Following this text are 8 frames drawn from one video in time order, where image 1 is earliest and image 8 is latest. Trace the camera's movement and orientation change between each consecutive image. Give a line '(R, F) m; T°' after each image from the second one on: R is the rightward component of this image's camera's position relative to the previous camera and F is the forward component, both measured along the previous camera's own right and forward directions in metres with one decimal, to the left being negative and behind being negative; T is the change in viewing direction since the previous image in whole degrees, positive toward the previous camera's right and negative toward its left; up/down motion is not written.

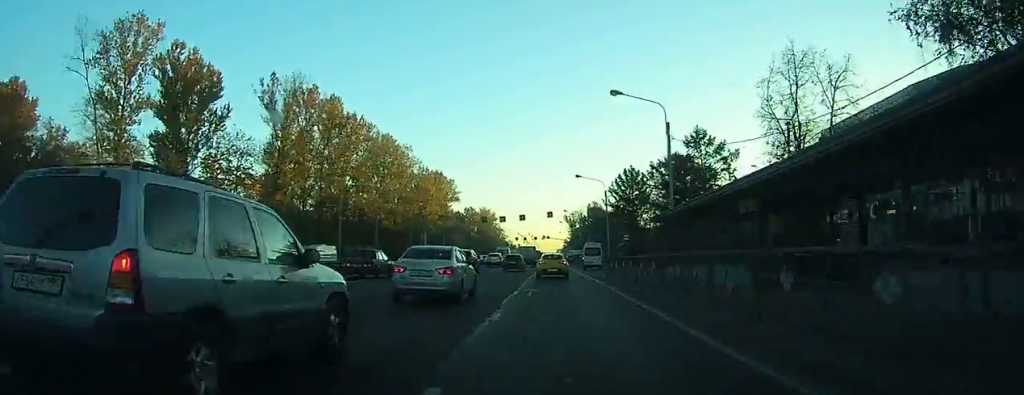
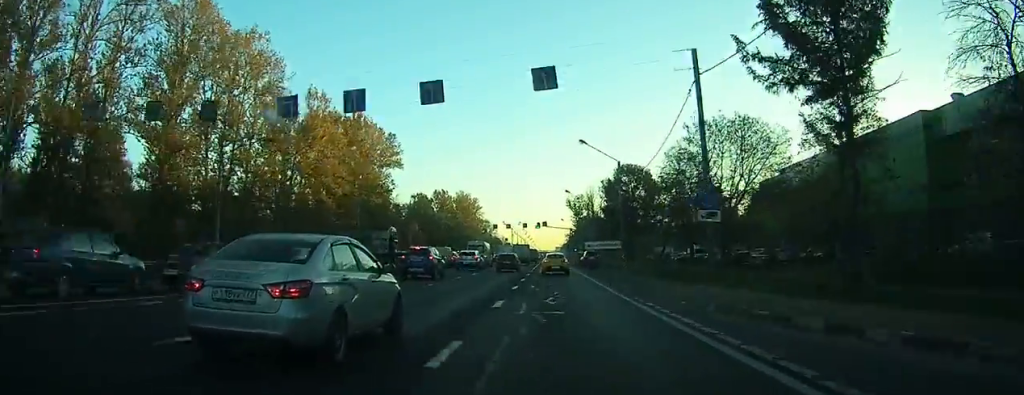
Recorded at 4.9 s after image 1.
(+0.1, +71.5) m; -1°
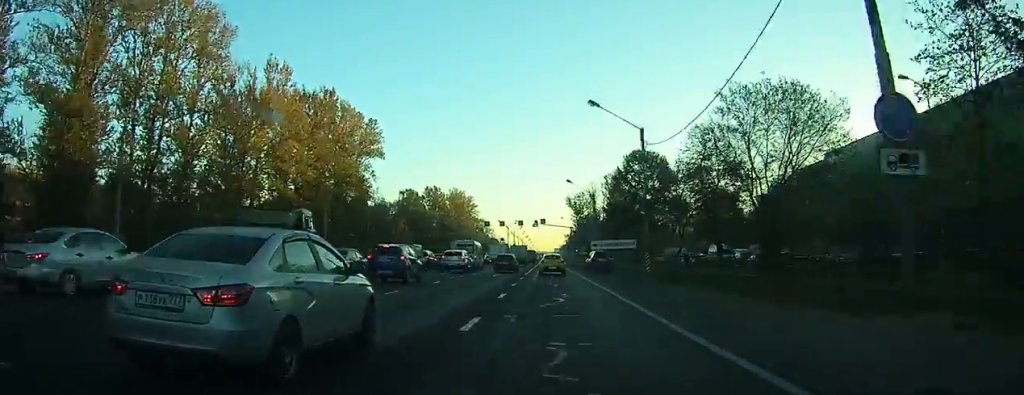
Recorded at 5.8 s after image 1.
(0.0, +12.3) m; 0°
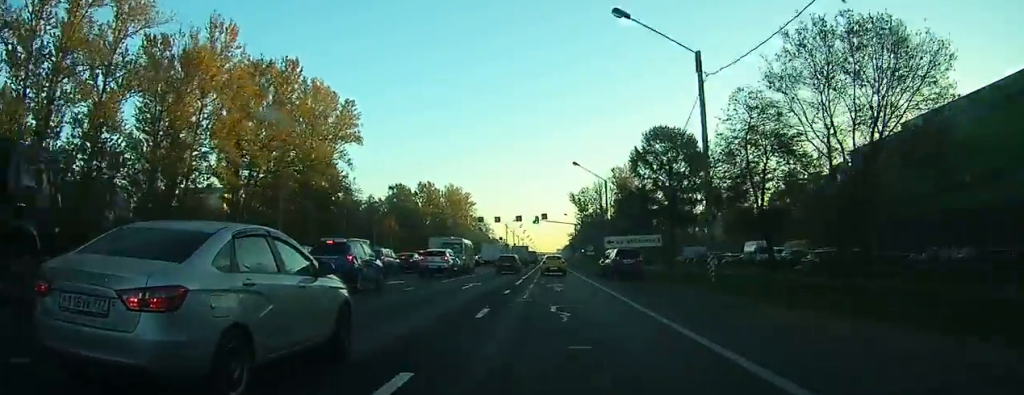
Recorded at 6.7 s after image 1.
(0.0, +13.2) m; 0°
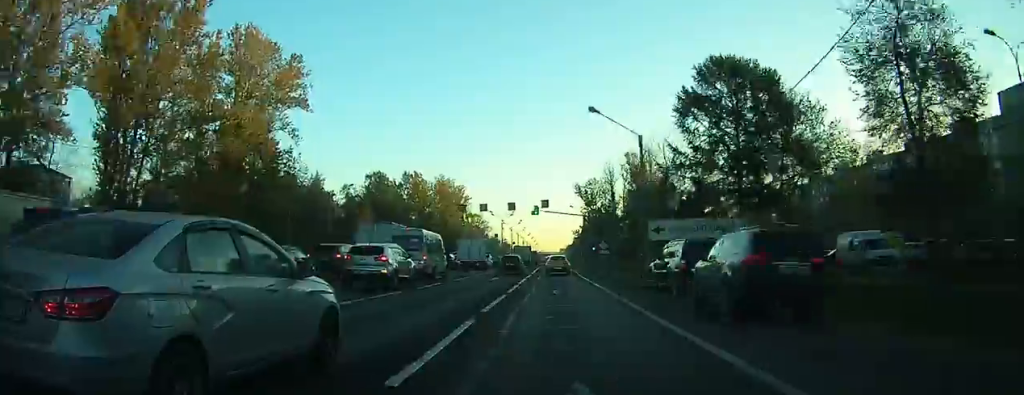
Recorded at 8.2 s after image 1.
(0.0, +21.0) m; 0°
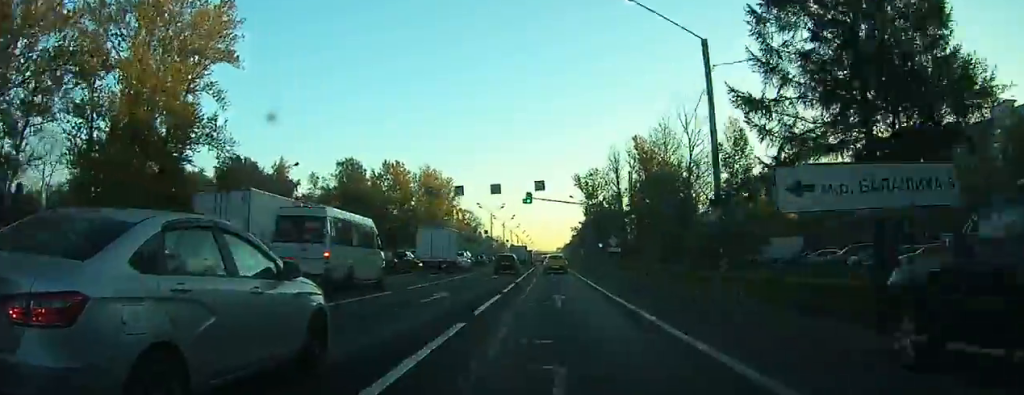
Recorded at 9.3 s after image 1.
(0.0, +16.6) m; 0°
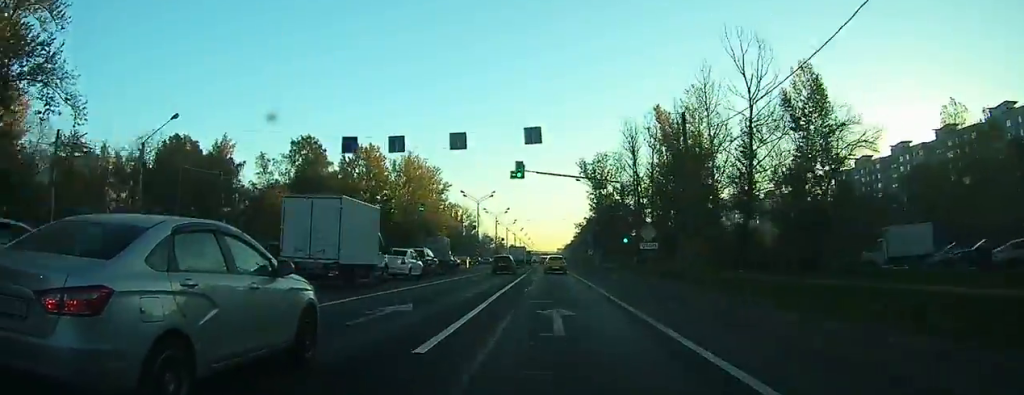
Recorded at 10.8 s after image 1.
(0.0, +23.3) m; 0°
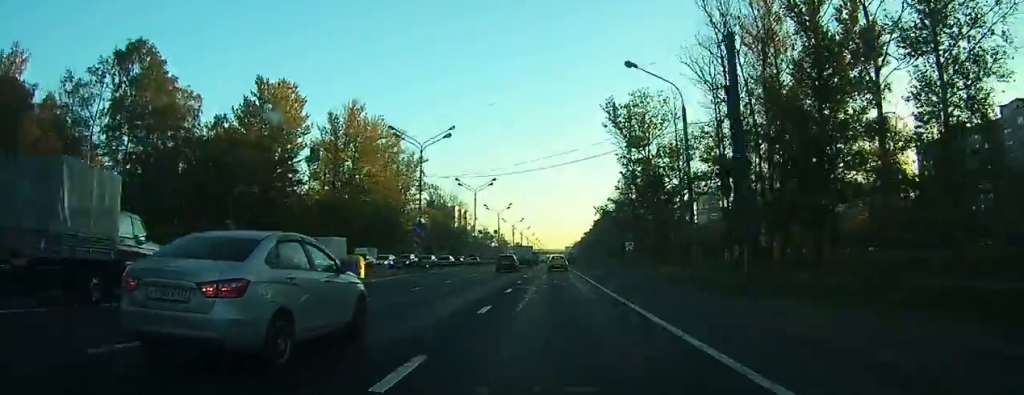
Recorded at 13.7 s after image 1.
(-0.2, +46.9) m; -1°
